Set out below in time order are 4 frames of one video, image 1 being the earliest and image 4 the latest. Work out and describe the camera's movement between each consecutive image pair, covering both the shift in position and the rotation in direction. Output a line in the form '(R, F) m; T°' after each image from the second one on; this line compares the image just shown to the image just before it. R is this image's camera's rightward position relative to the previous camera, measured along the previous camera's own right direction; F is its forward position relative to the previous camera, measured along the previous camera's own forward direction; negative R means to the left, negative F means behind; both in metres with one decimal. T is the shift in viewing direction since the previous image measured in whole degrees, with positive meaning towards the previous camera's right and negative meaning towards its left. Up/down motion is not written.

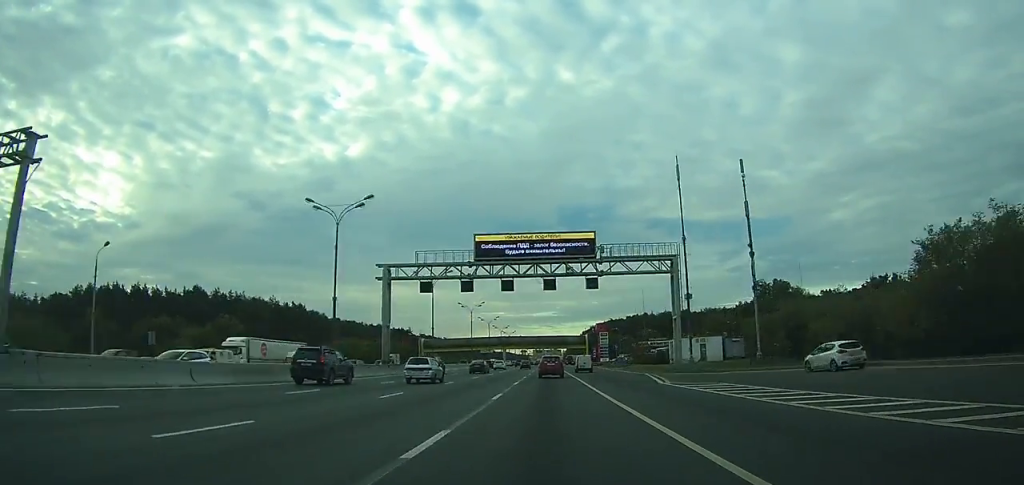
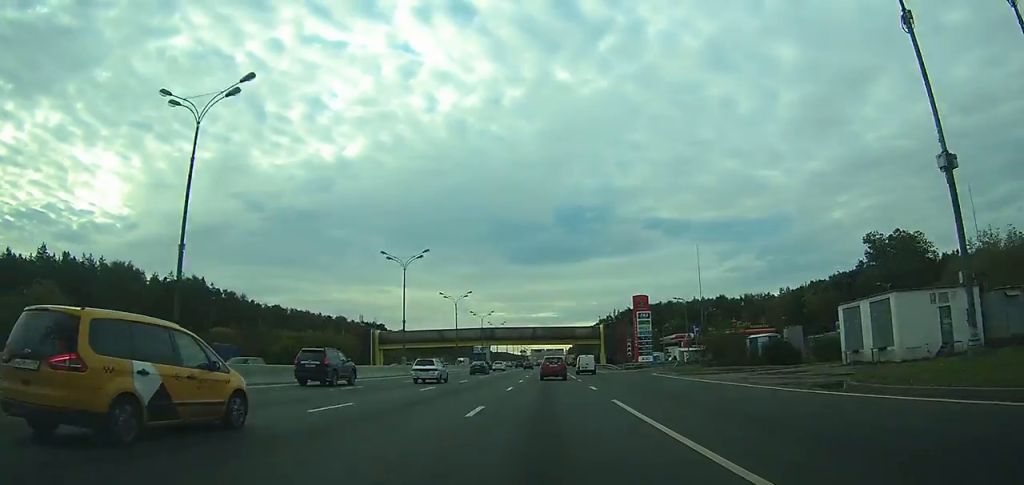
(+0.2, +52.8) m; 0°
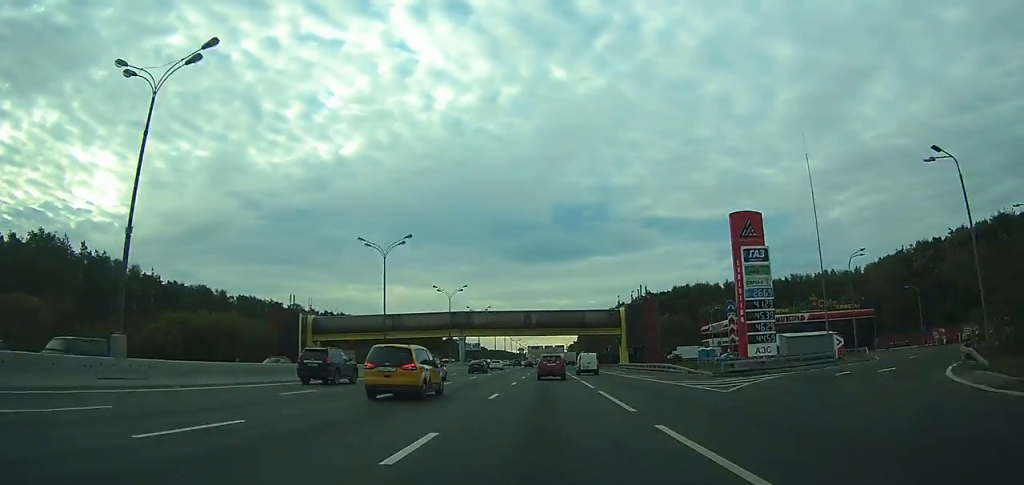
(+0.1, +44.5) m; 0°
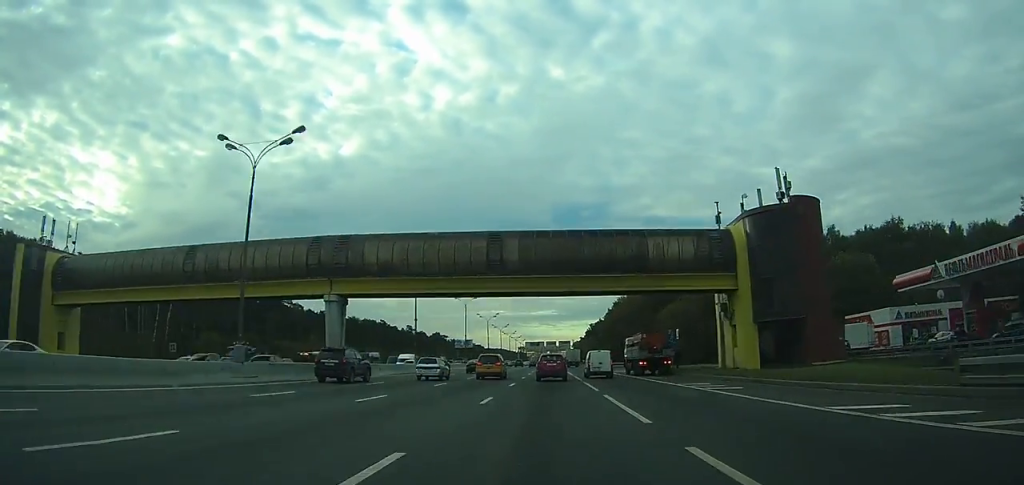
(0.0, +64.6) m; 0°
